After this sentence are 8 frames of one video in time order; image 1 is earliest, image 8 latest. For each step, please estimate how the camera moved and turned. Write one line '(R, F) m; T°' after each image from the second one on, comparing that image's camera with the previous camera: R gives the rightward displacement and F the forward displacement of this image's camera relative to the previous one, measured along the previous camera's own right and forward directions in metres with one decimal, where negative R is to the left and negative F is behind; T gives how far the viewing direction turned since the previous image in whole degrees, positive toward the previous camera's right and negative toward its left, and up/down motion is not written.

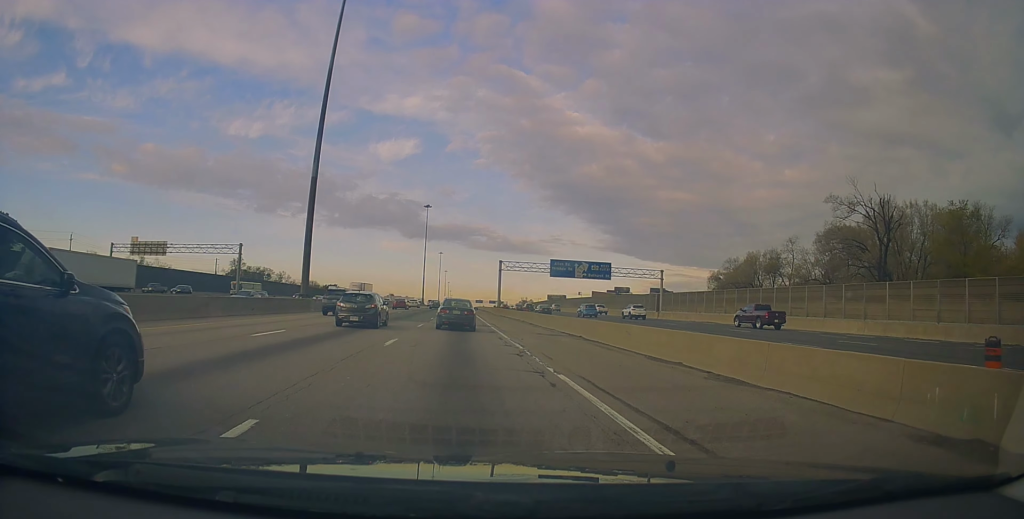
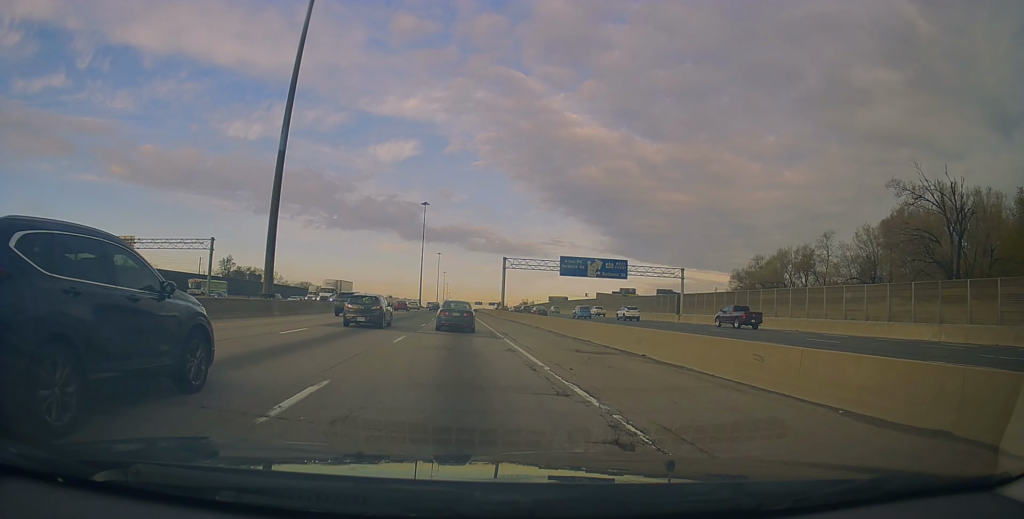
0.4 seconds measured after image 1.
(0.0, +9.1) m; 0°
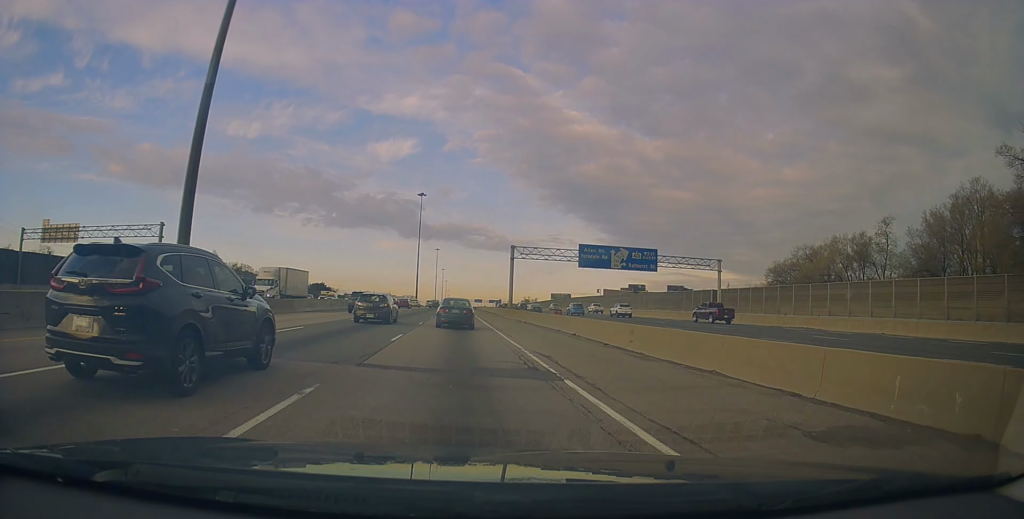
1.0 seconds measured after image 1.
(+0.1, +12.6) m; 0°
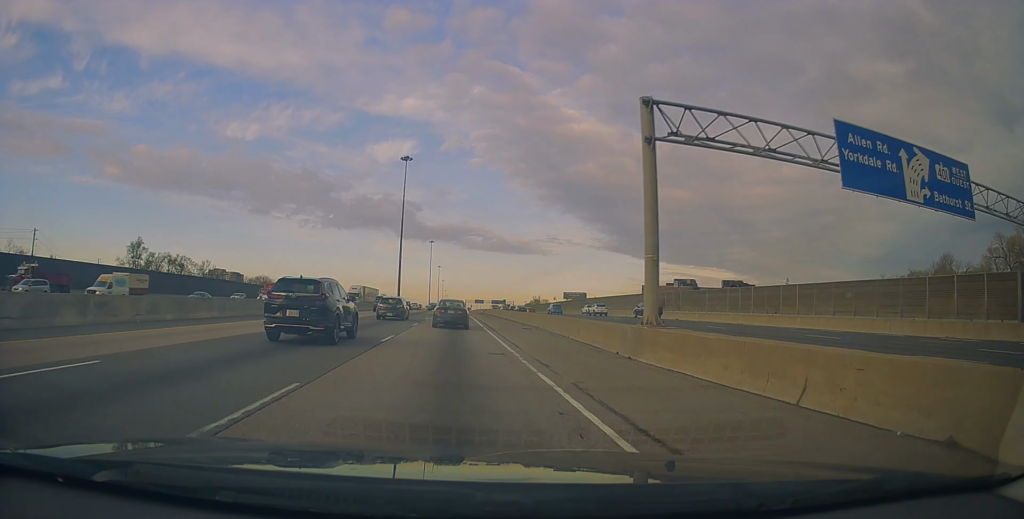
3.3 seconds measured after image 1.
(-1.7, +47.6) m; -2°
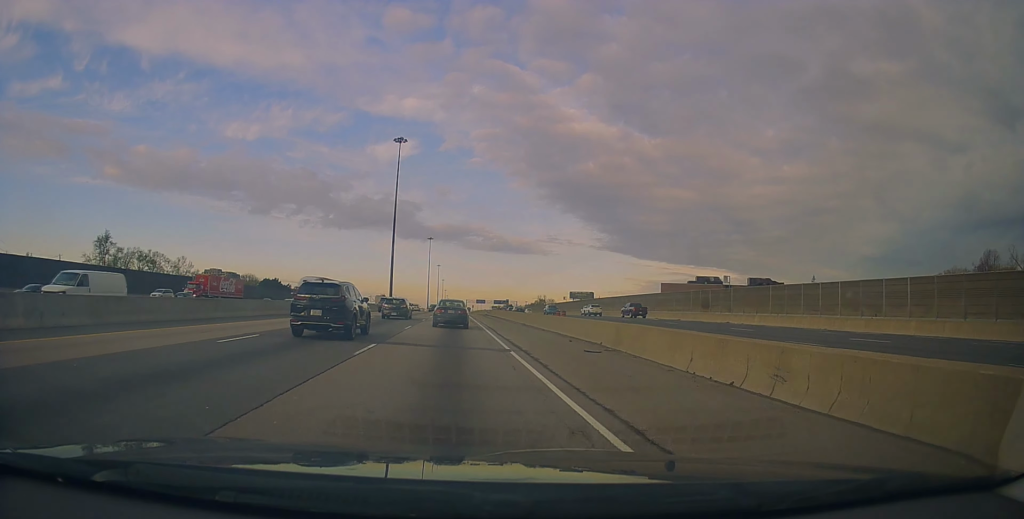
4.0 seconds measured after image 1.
(+0.7, +16.1) m; +1°
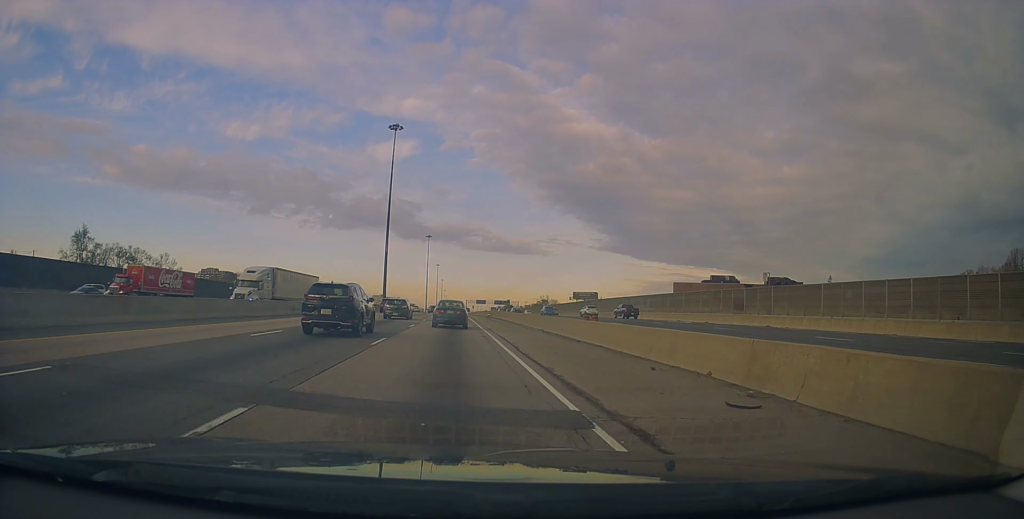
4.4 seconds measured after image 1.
(+0.1, +9.3) m; 0°
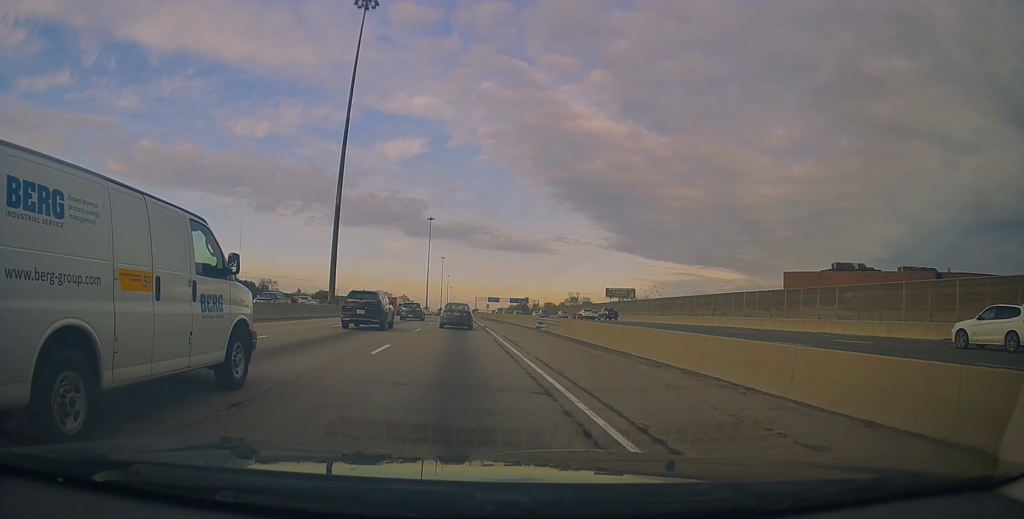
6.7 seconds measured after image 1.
(-0.7, +48.9) m; -2°
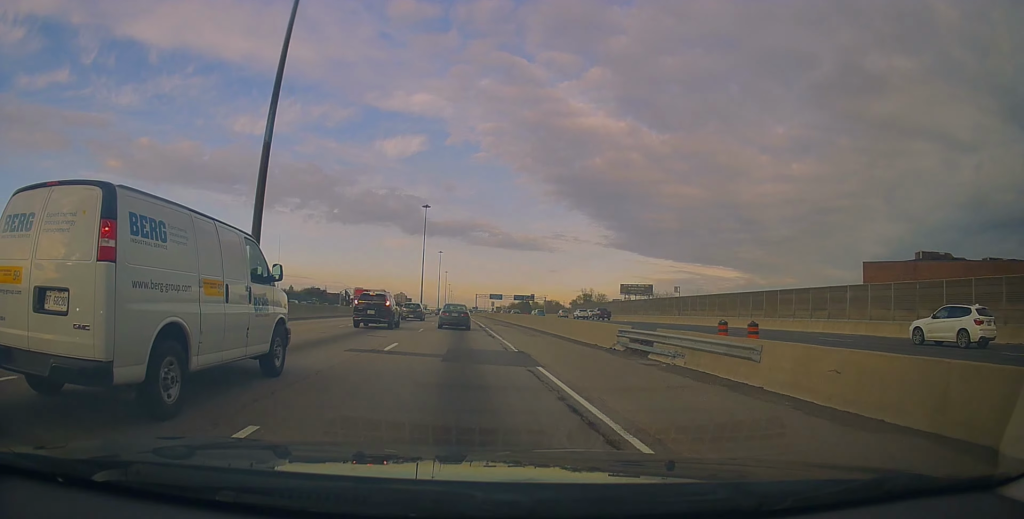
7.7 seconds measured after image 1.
(-0.5, +22.4) m; 0°
